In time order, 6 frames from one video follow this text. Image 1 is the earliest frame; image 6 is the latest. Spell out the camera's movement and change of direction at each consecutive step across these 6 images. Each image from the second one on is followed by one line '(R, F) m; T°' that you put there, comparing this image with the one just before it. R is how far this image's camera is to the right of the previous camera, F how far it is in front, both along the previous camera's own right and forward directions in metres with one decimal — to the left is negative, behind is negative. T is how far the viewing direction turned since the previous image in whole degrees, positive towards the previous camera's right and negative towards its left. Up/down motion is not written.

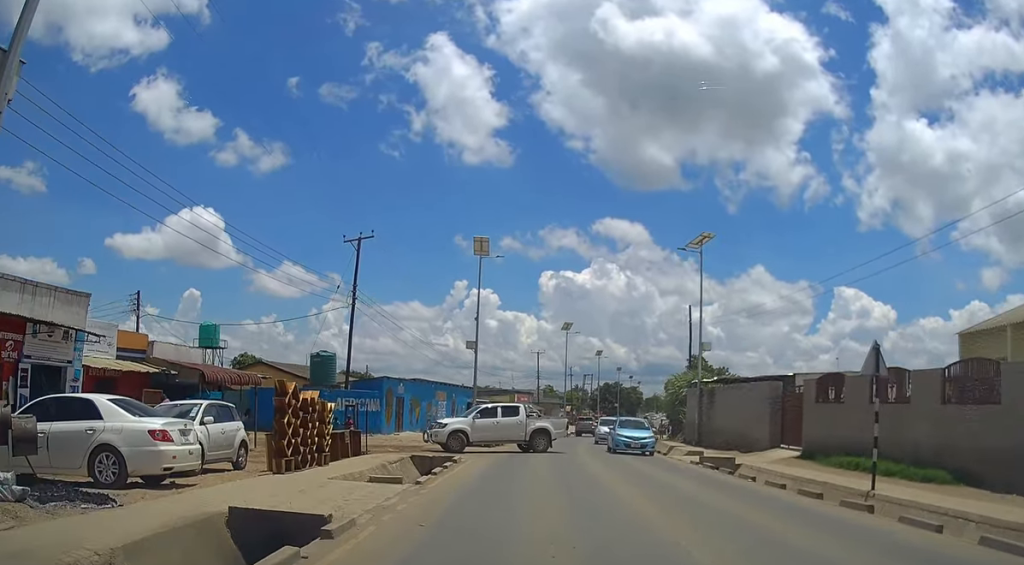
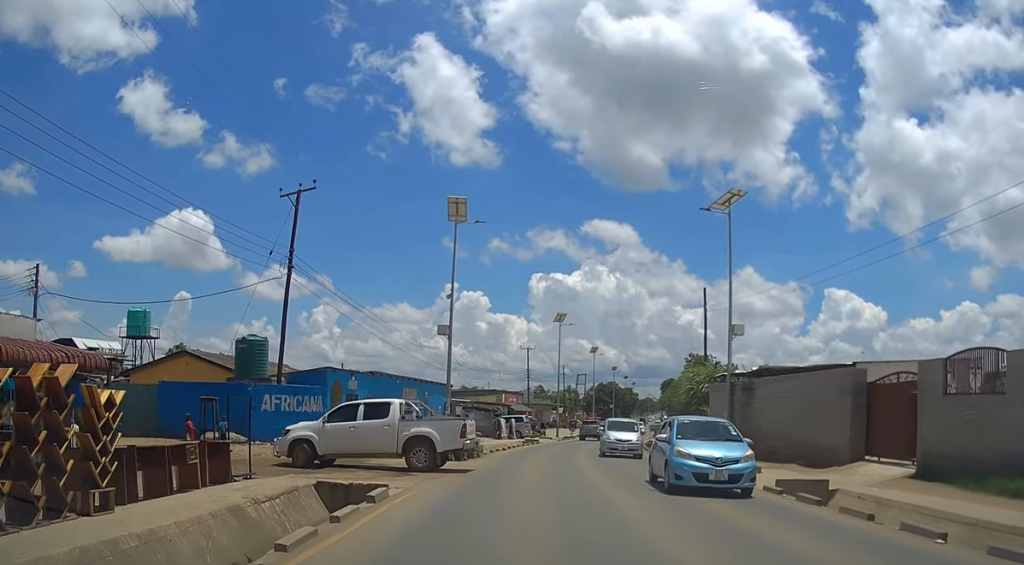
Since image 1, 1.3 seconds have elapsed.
(0.0, +8.9) m; 0°
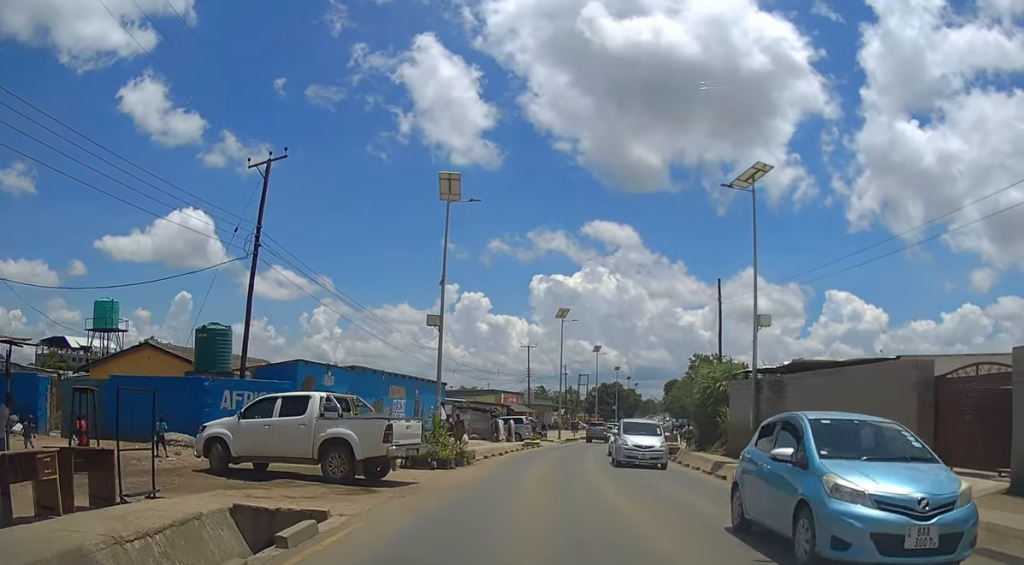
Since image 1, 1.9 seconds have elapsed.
(0.0, +3.9) m; +1°
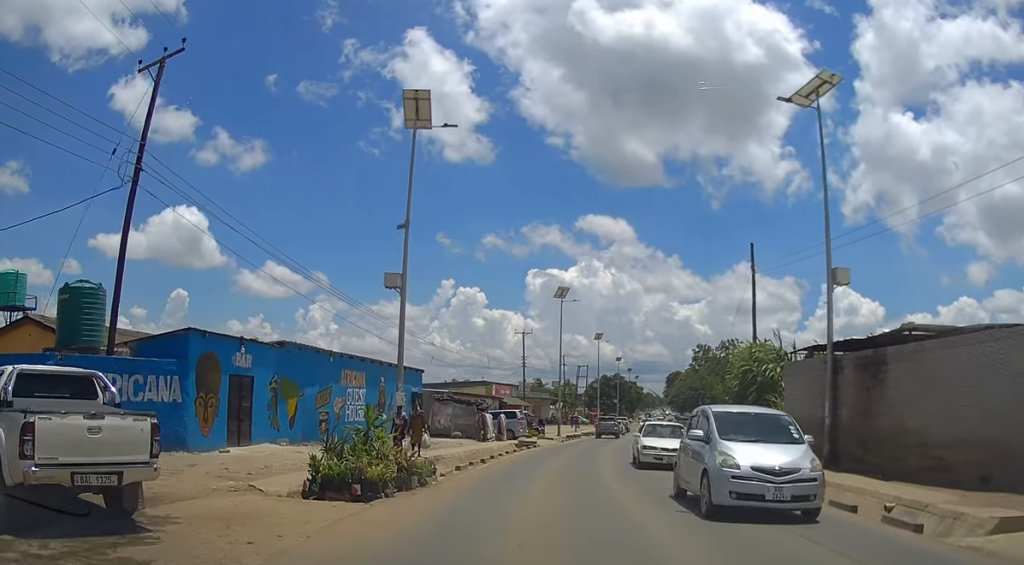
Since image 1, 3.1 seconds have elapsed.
(+0.2, +8.3) m; +1°
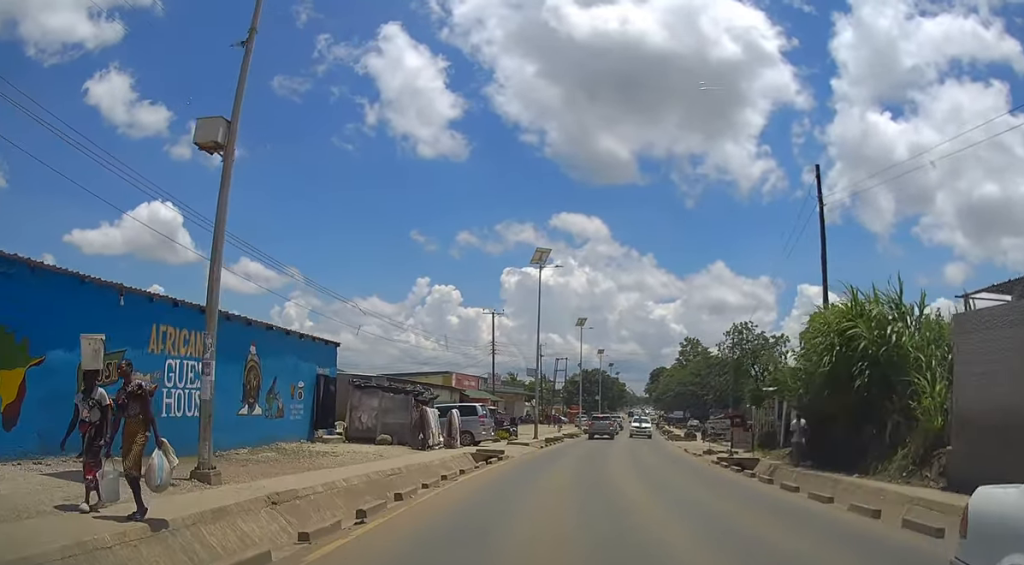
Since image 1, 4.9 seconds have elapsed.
(0.0, +12.9) m; +1°
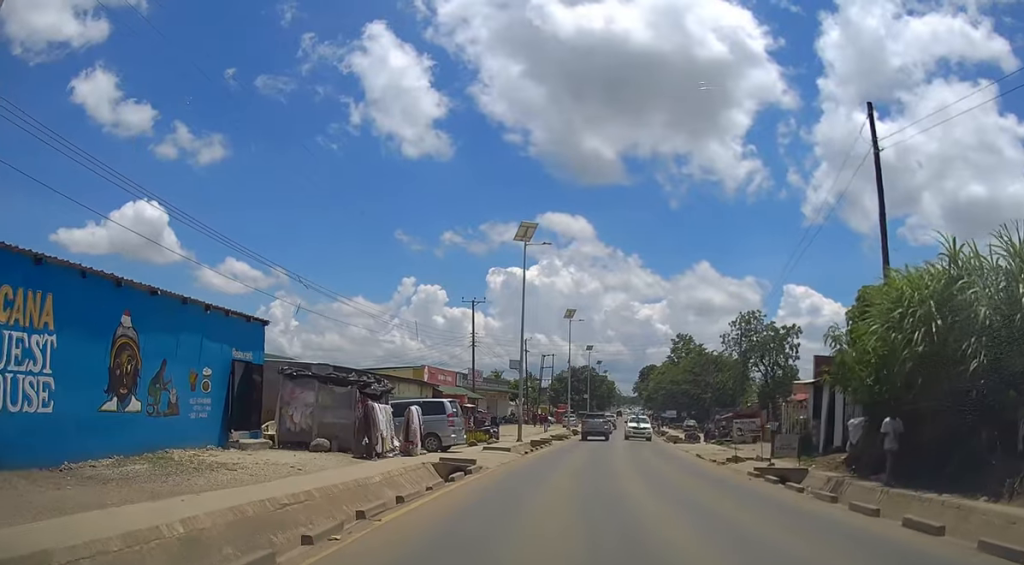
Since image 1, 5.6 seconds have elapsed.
(+0.1, +5.9) m; +1°
